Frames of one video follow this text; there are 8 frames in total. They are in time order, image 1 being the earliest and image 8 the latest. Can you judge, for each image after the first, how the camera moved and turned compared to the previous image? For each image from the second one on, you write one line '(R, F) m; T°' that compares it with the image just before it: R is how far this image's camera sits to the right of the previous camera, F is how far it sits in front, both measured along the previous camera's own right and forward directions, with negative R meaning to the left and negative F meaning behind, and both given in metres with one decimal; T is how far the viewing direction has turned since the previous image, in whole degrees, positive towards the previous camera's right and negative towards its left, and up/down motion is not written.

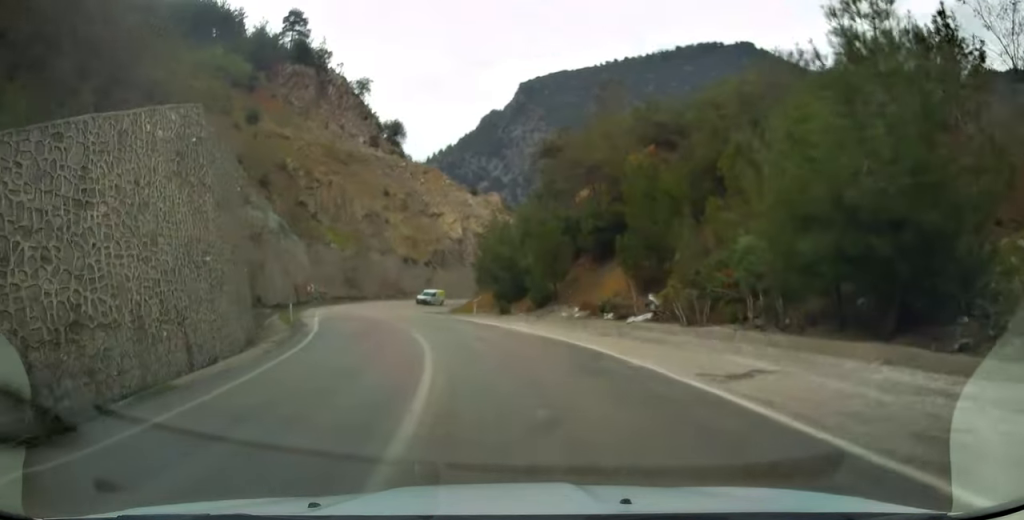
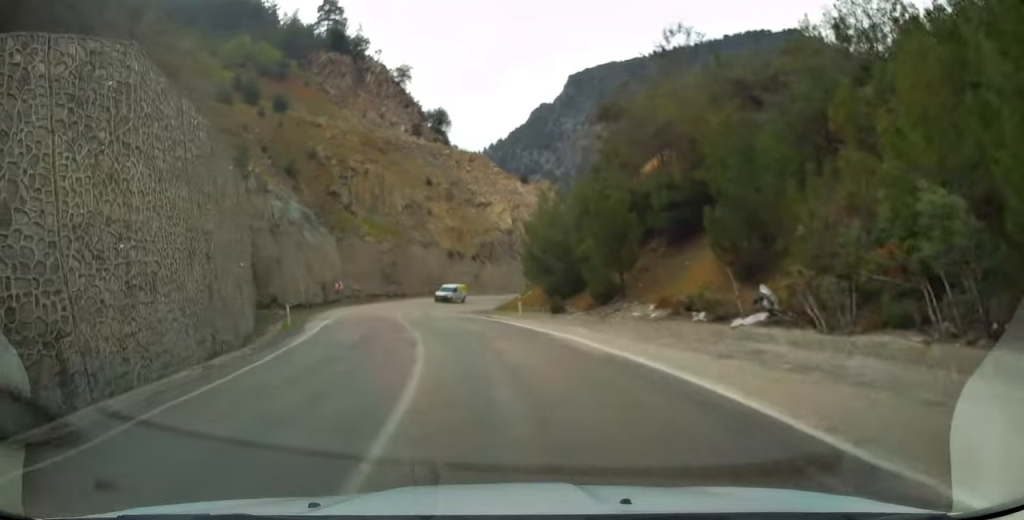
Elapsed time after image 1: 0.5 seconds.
(-0.2, +6.9) m; -3°
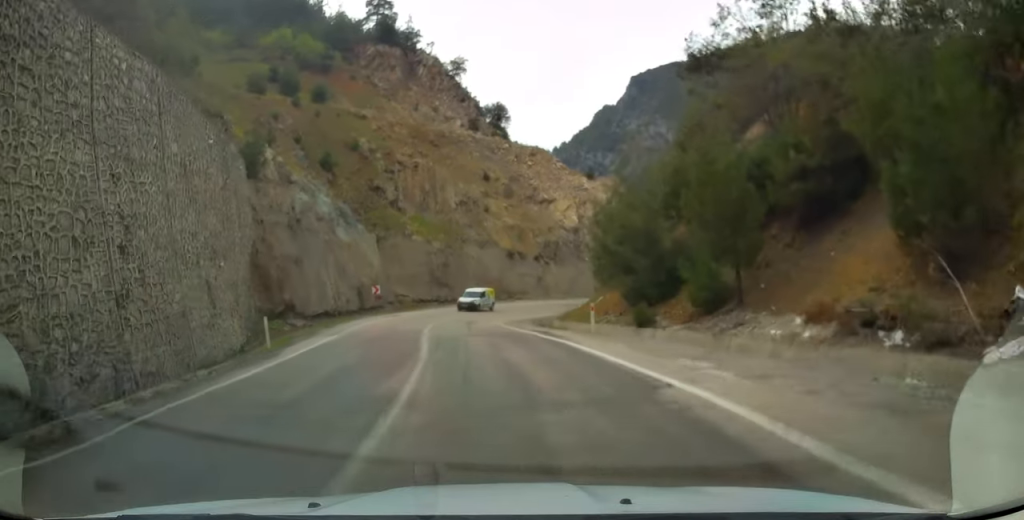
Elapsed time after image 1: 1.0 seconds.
(-0.3, +7.7) m; -4°
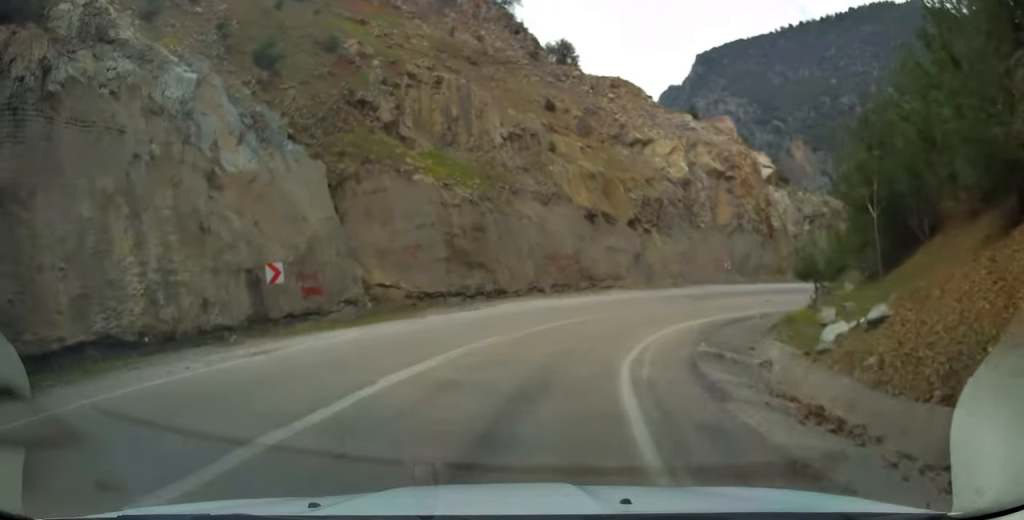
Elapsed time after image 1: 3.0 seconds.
(-2.8, +27.8) m; -6°
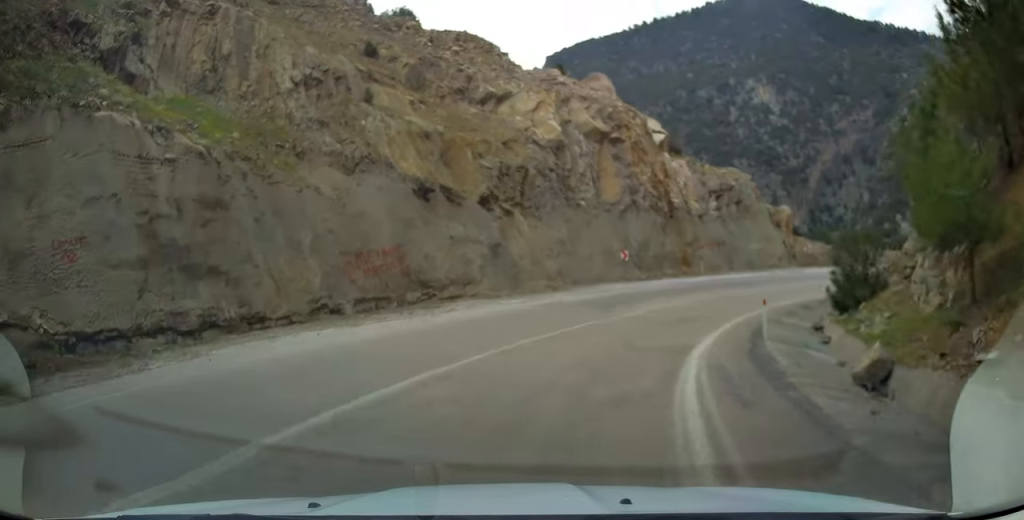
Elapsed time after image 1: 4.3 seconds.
(+1.0, +15.4) m; +15°
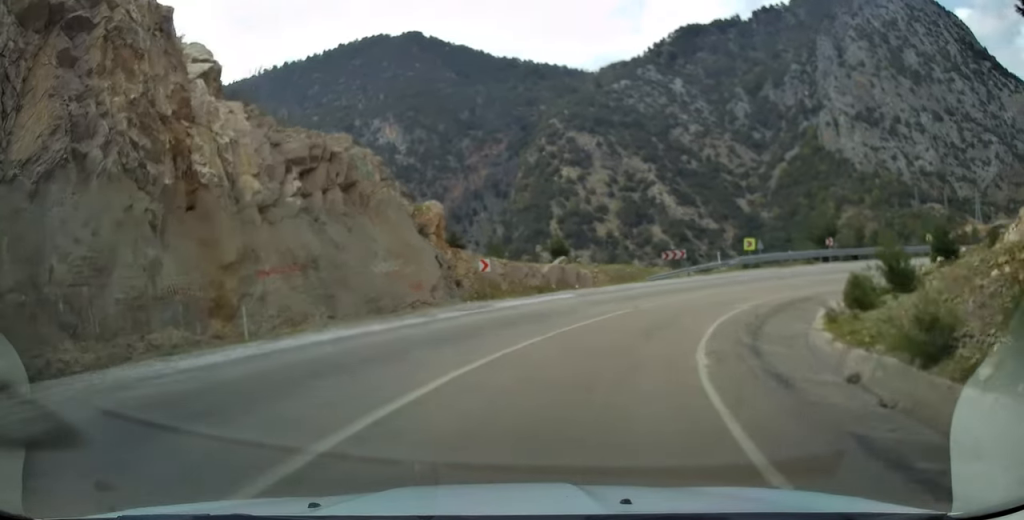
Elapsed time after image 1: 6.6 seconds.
(+9.3, +24.1) m; +43°
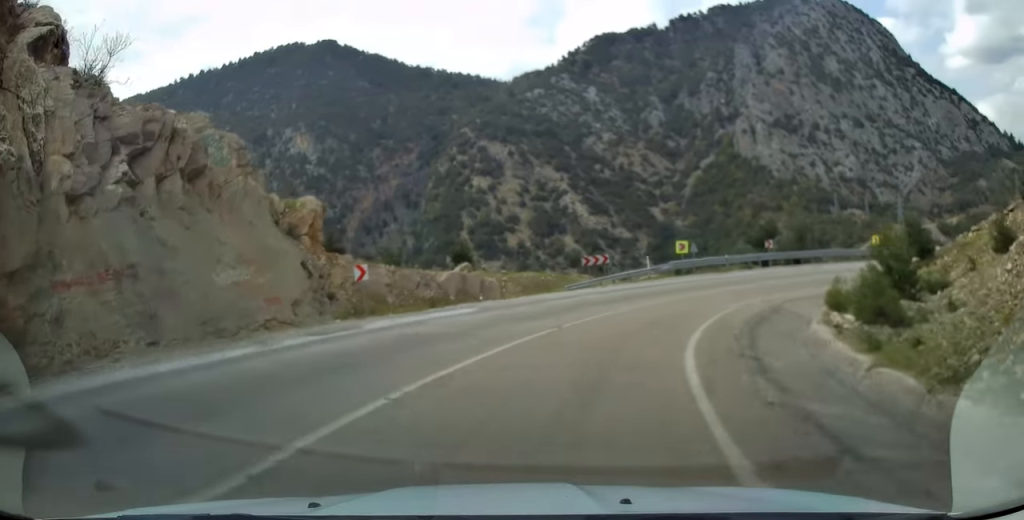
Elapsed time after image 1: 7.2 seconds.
(+0.7, +6.2) m; +6°
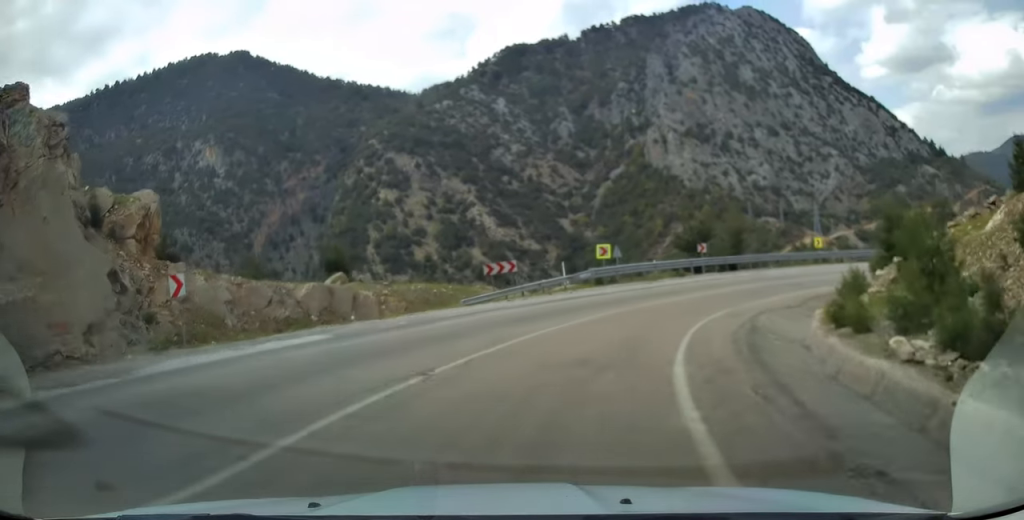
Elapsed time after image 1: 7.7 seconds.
(+0.3, +6.6) m; +6°
